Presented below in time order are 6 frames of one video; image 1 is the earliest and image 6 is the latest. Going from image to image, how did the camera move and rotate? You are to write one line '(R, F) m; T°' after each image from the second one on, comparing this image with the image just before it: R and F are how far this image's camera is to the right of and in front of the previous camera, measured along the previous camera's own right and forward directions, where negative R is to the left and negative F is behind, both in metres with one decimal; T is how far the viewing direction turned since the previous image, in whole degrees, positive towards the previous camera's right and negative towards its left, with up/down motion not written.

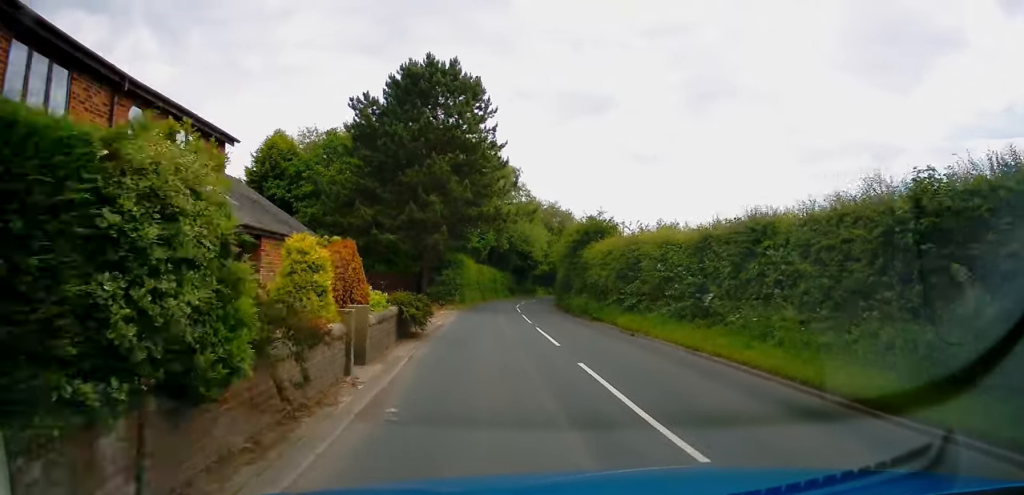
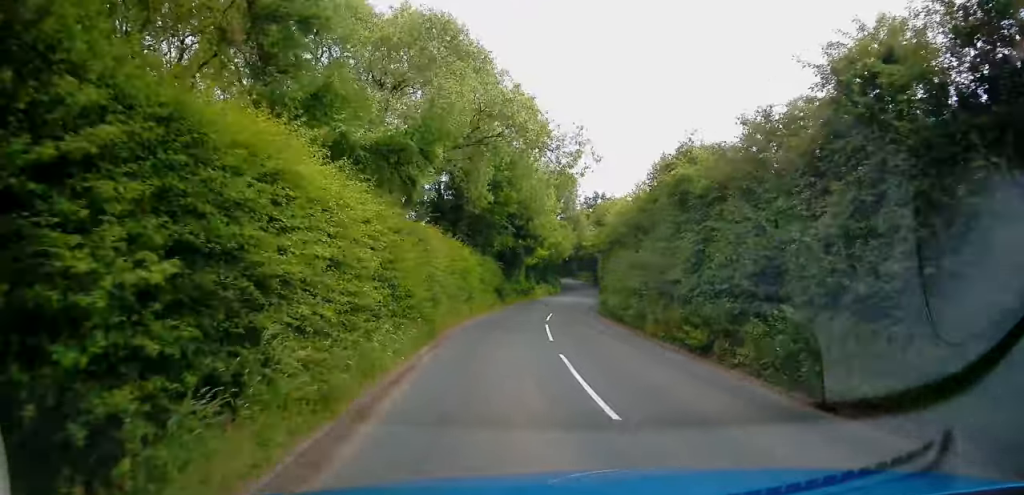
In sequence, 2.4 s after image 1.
(+1.6, +34.2) m; +5°
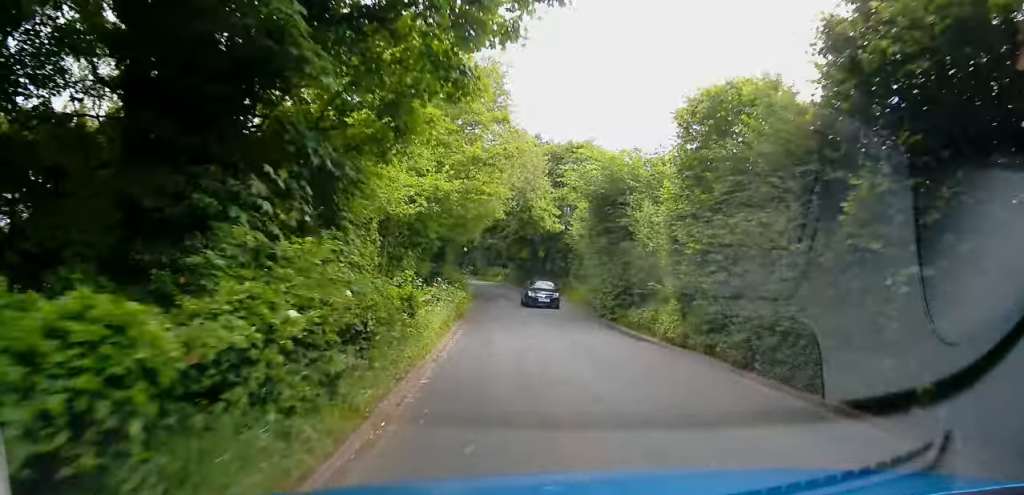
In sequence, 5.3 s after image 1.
(+2.8, +40.2) m; +7°
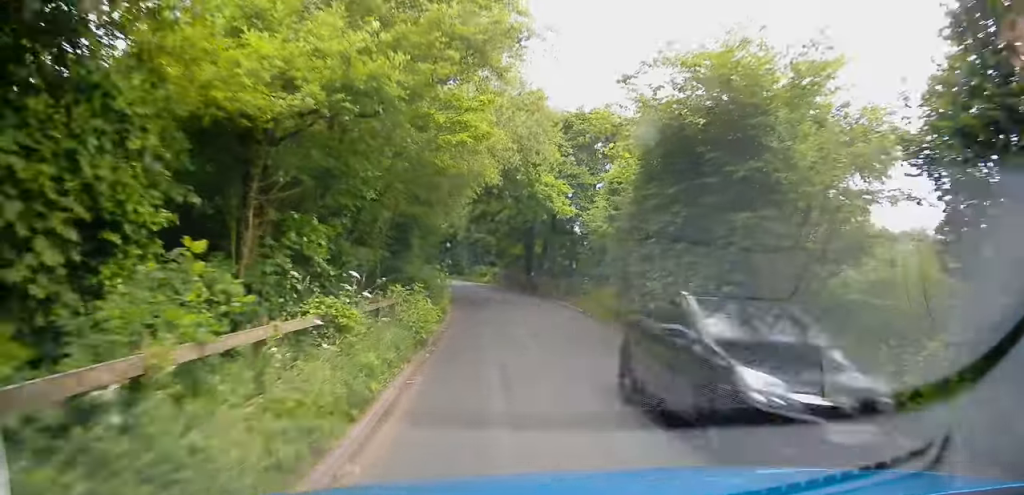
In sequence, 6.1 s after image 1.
(0.0, +10.5) m; +1°
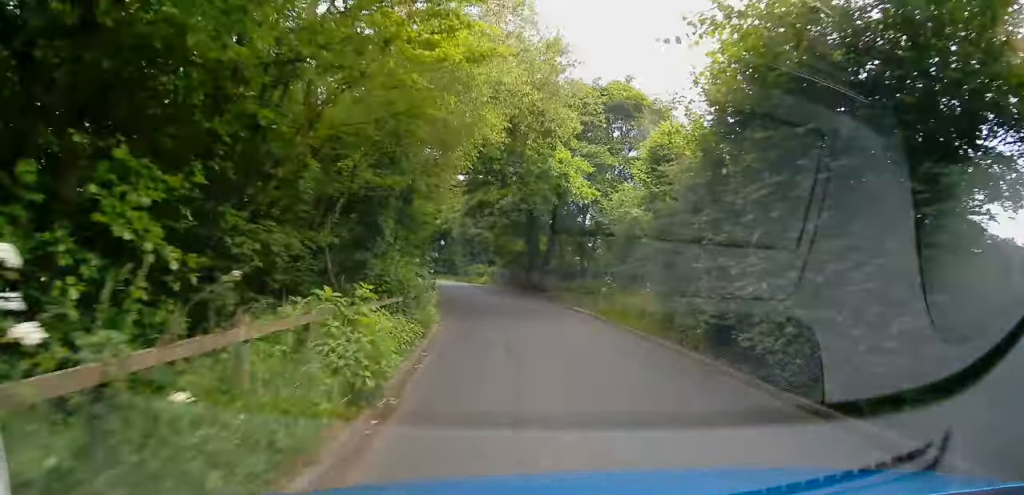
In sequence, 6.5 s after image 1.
(-0.1, +5.5) m; +1°
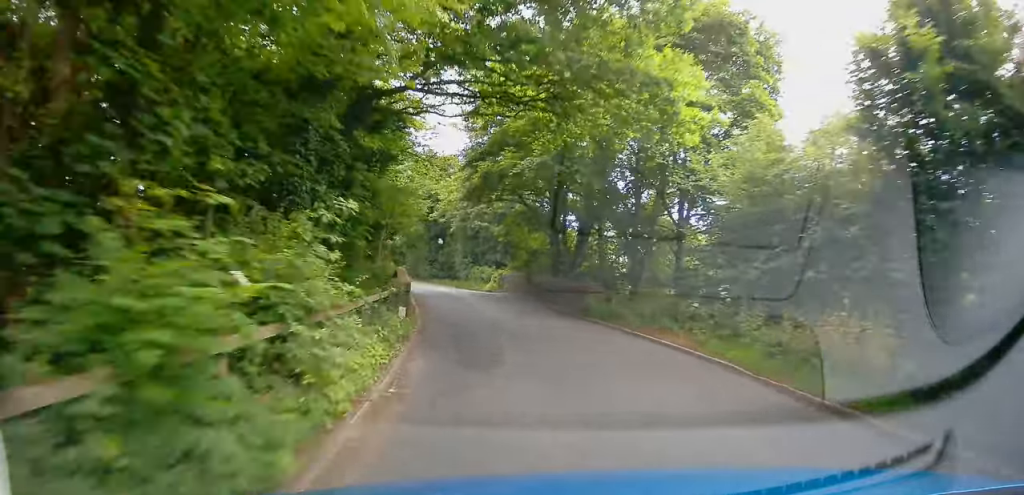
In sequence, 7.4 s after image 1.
(+0.3, +11.3) m; +2°
